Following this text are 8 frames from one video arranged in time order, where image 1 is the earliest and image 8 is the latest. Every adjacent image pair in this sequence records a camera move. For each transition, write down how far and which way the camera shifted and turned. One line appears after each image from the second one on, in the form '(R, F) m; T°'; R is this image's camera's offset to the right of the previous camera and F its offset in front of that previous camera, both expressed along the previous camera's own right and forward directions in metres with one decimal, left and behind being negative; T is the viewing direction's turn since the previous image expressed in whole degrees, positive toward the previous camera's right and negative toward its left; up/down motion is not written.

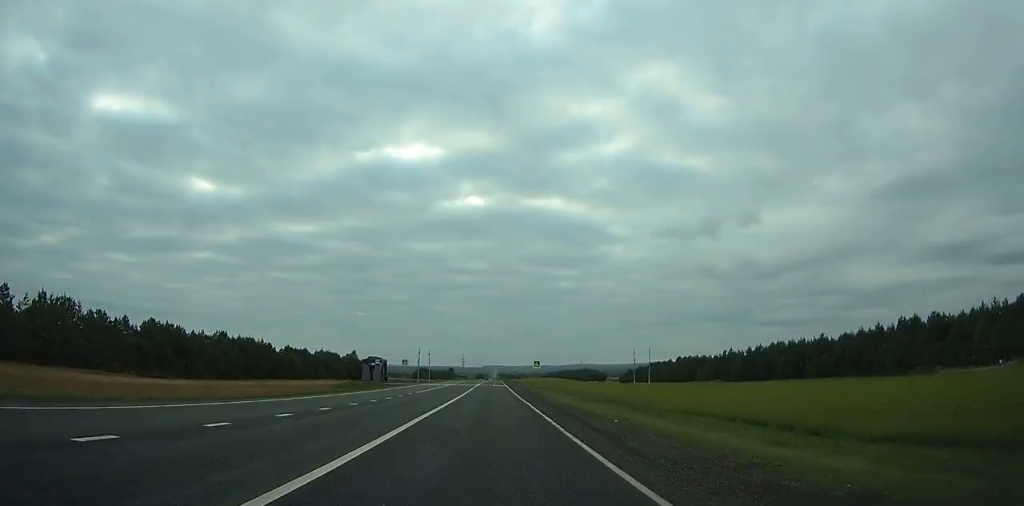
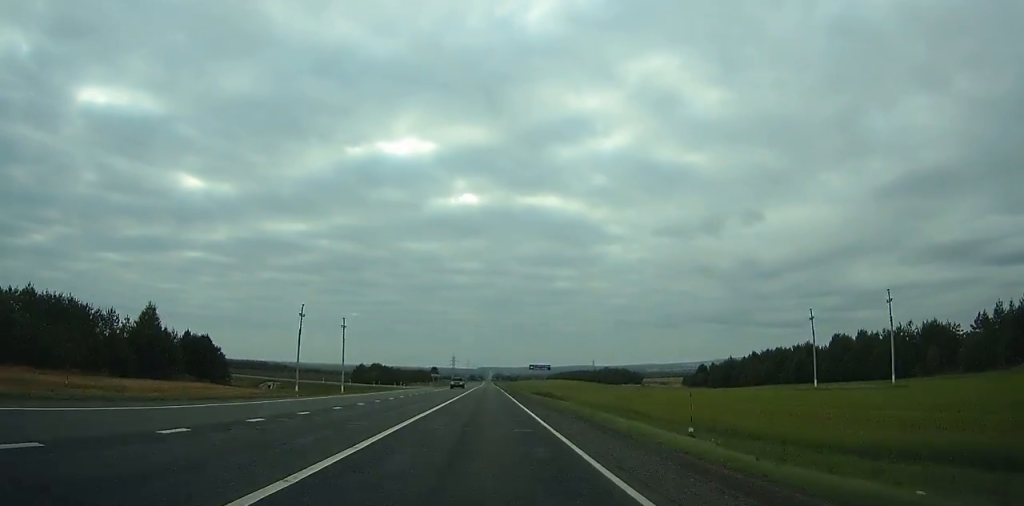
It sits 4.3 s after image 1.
(+0.3, +112.6) m; 0°
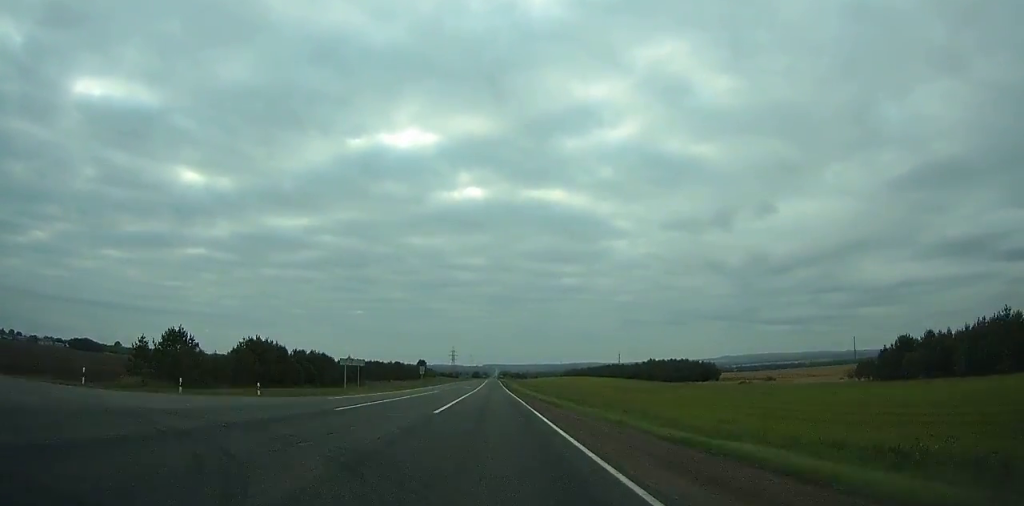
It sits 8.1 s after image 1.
(-0.1, +99.6) m; 0°
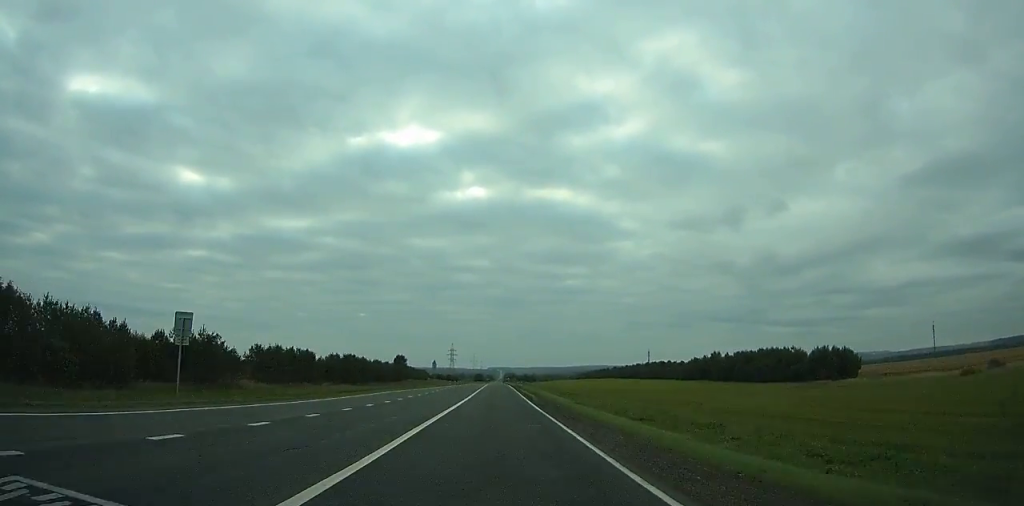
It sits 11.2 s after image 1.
(-0.1, +82.3) m; 0°
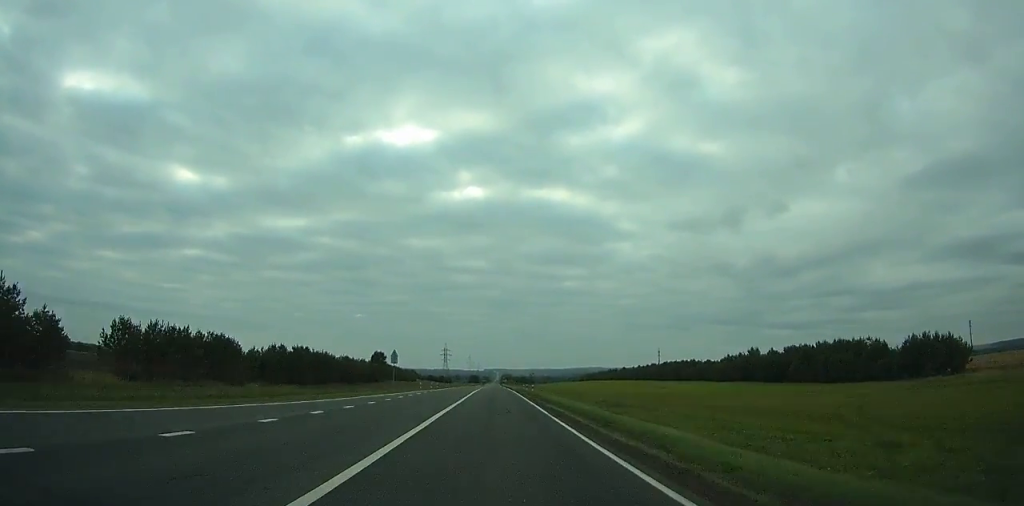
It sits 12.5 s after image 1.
(0.0, +35.0) m; 0°
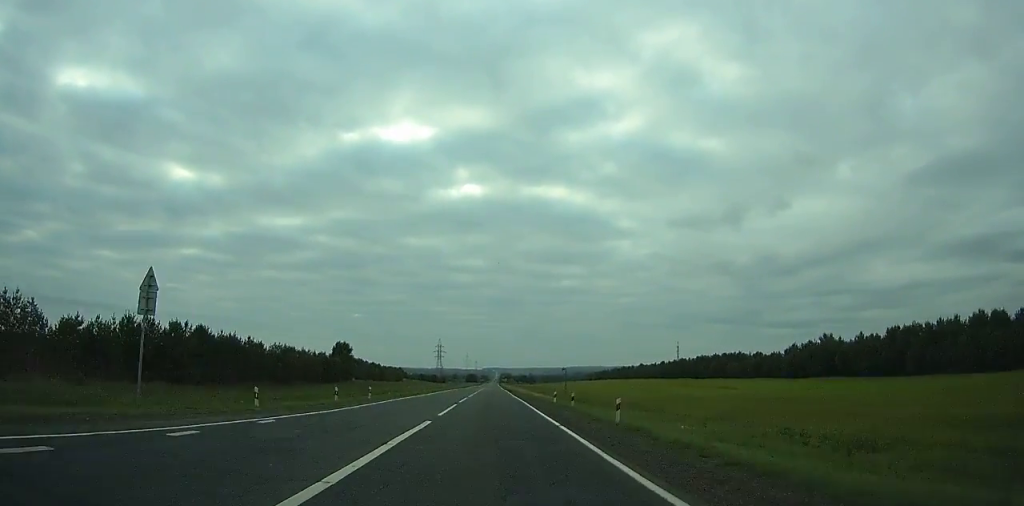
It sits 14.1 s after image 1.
(-0.1, +43.1) m; 0°
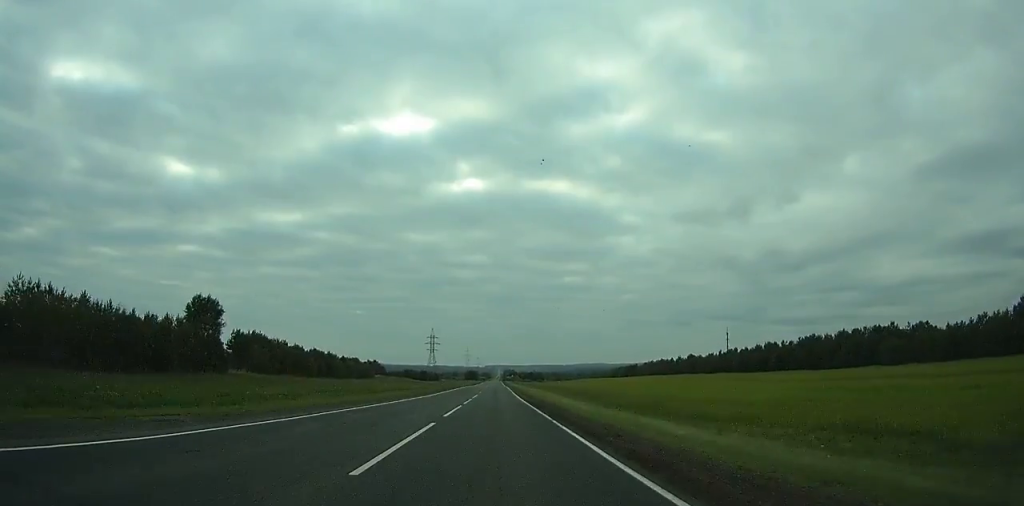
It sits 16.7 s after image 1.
(+0.1, +70.7) m; 0°
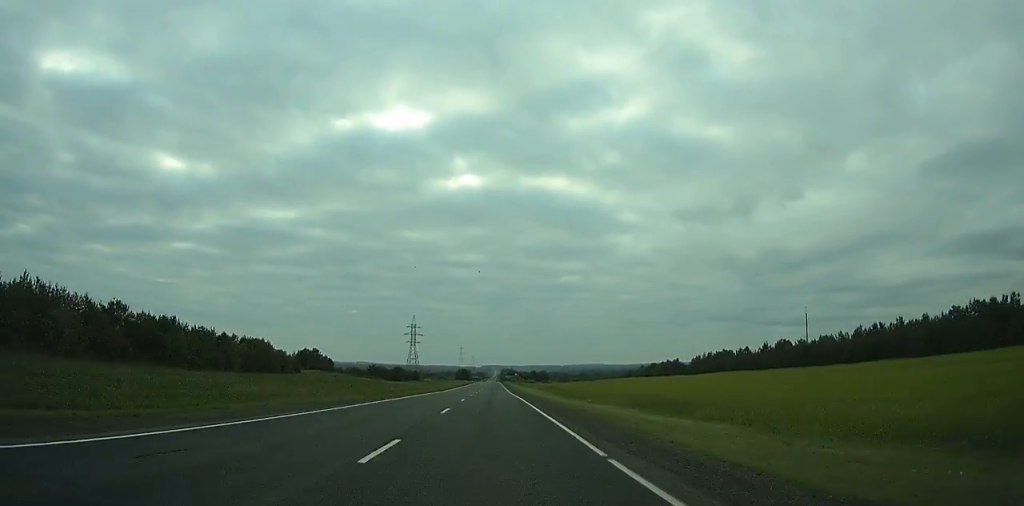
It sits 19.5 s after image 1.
(0.0, +76.4) m; 0°
